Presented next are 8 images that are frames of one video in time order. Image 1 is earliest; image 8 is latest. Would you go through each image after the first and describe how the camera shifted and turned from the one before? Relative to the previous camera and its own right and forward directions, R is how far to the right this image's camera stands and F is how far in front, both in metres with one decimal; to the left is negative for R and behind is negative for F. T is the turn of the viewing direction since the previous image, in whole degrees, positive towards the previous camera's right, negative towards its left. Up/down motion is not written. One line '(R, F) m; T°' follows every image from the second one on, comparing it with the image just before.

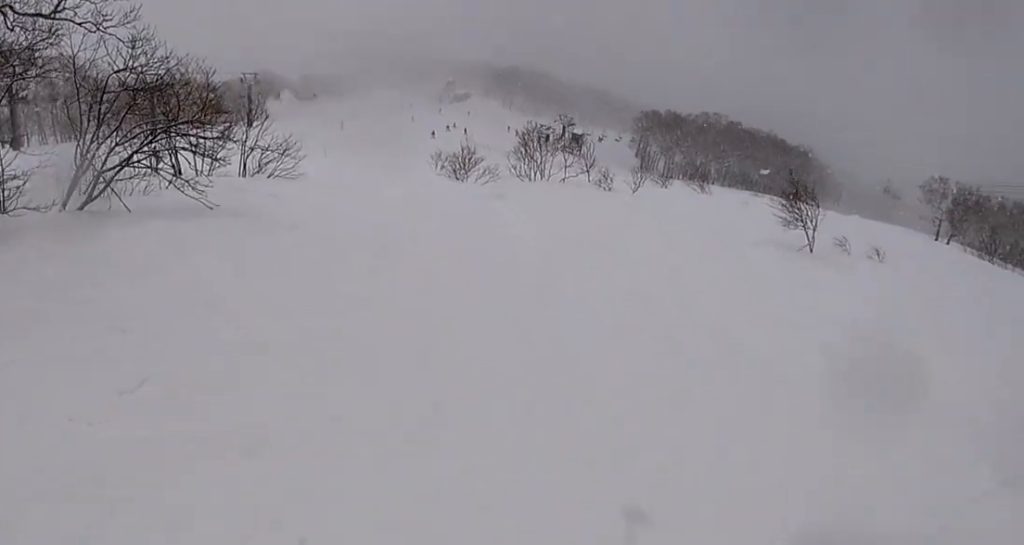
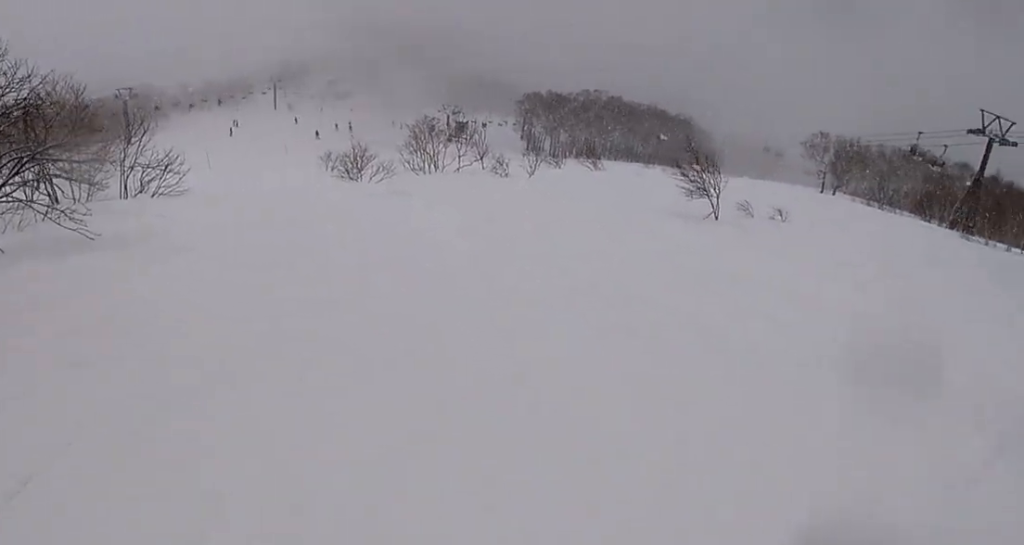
(+0.3, +1.4) m; +9°
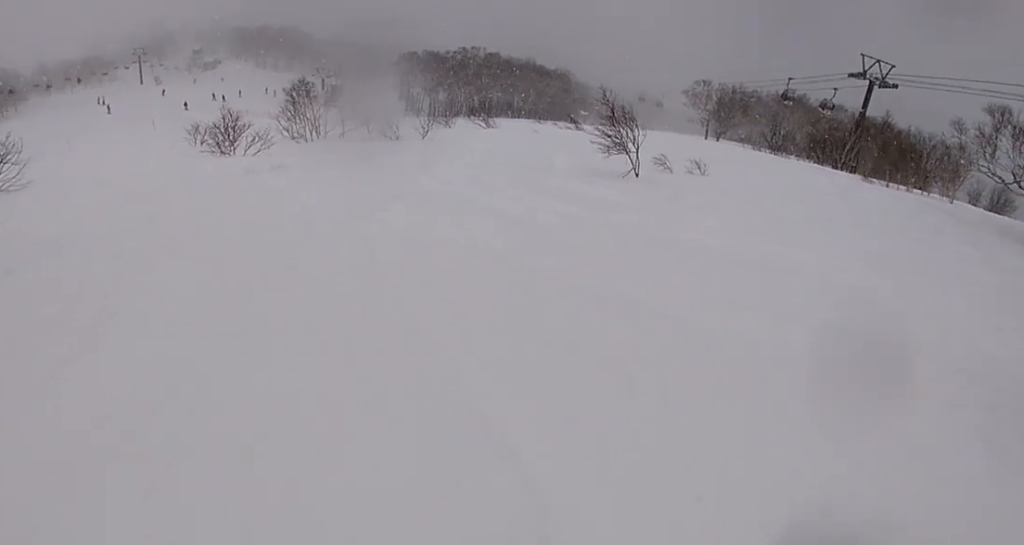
(+0.4, +2.6) m; +12°
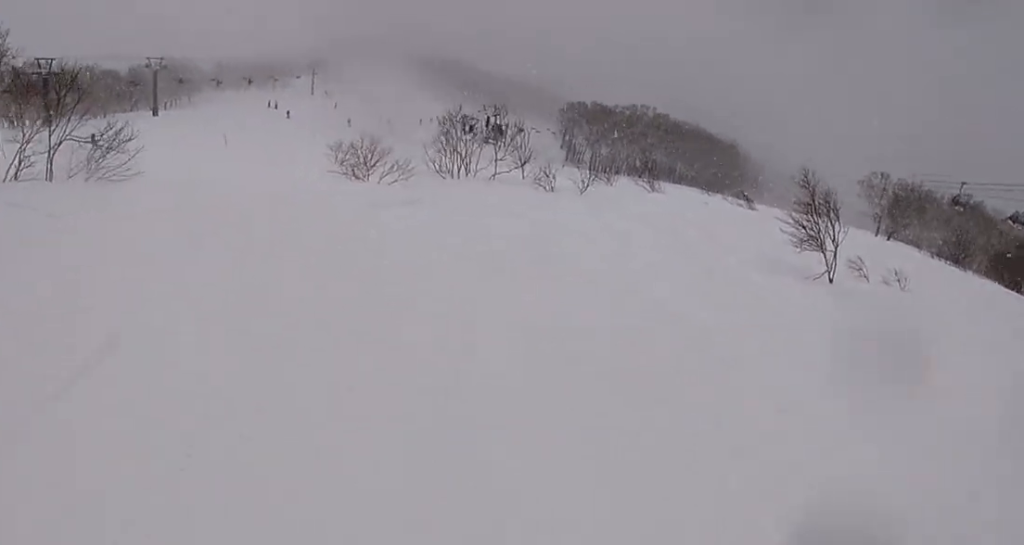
(+0.1, +2.9) m; -11°
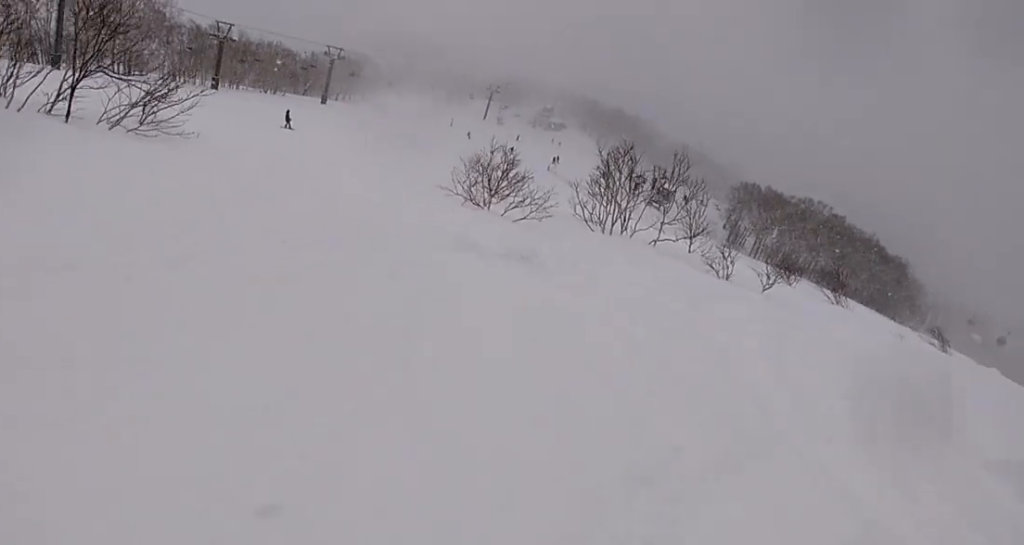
(-0.5, +4.0) m; -14°
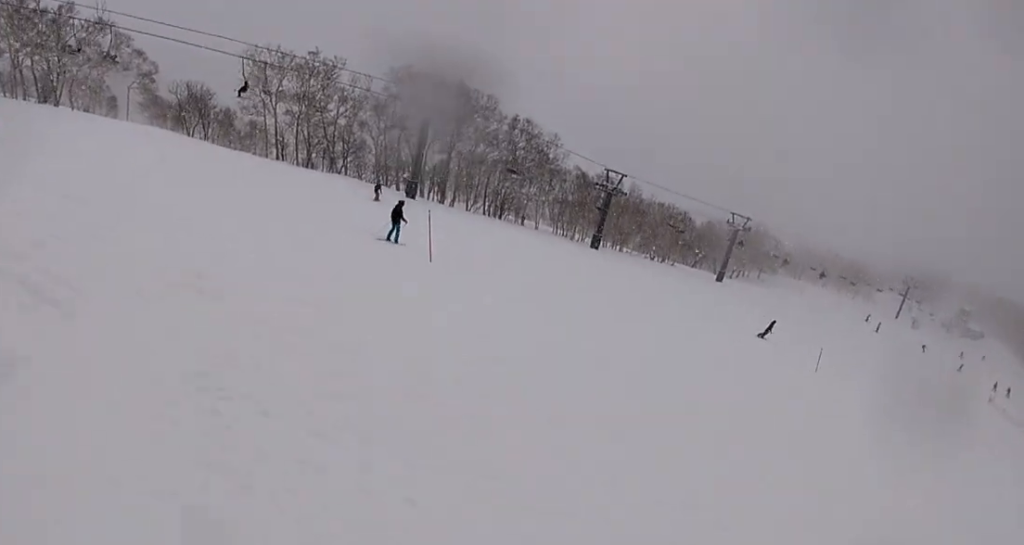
(-5.5, +13.9) m; -48°
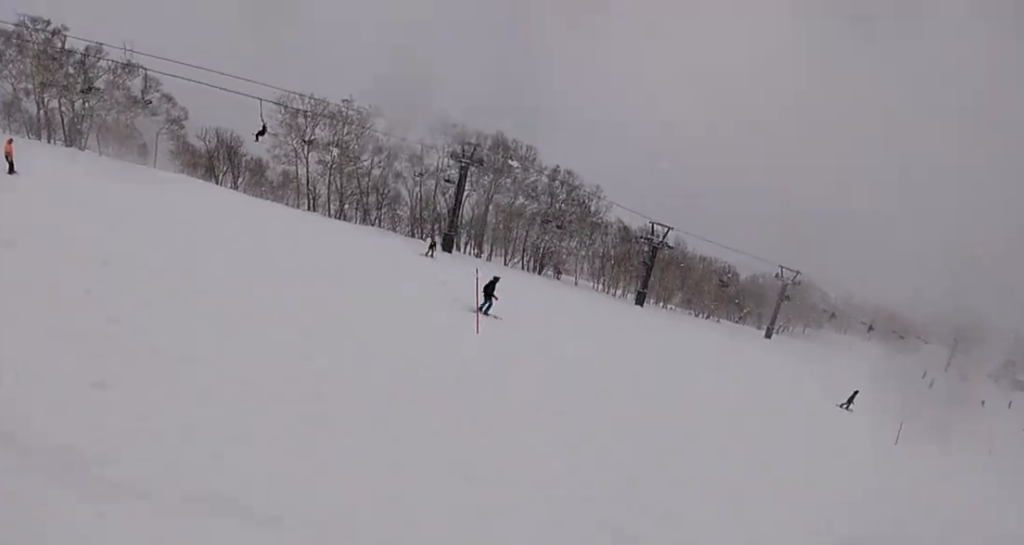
(-0.4, +3.2) m; -2°
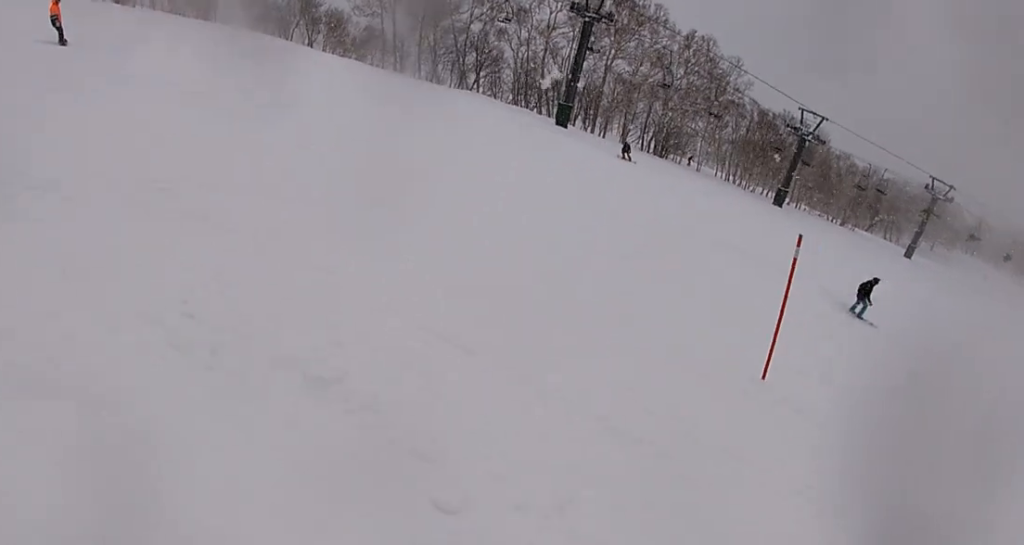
(-0.1, +7.9) m; +9°
